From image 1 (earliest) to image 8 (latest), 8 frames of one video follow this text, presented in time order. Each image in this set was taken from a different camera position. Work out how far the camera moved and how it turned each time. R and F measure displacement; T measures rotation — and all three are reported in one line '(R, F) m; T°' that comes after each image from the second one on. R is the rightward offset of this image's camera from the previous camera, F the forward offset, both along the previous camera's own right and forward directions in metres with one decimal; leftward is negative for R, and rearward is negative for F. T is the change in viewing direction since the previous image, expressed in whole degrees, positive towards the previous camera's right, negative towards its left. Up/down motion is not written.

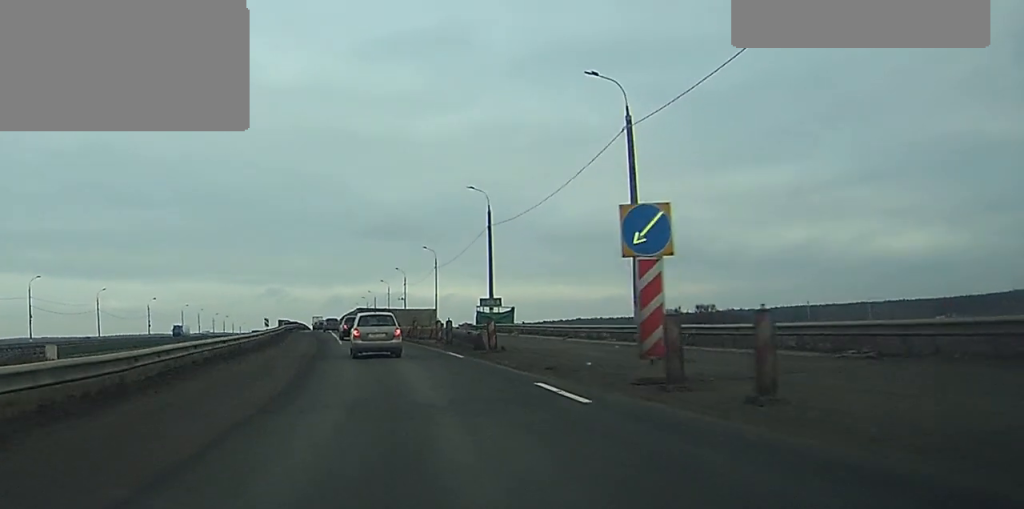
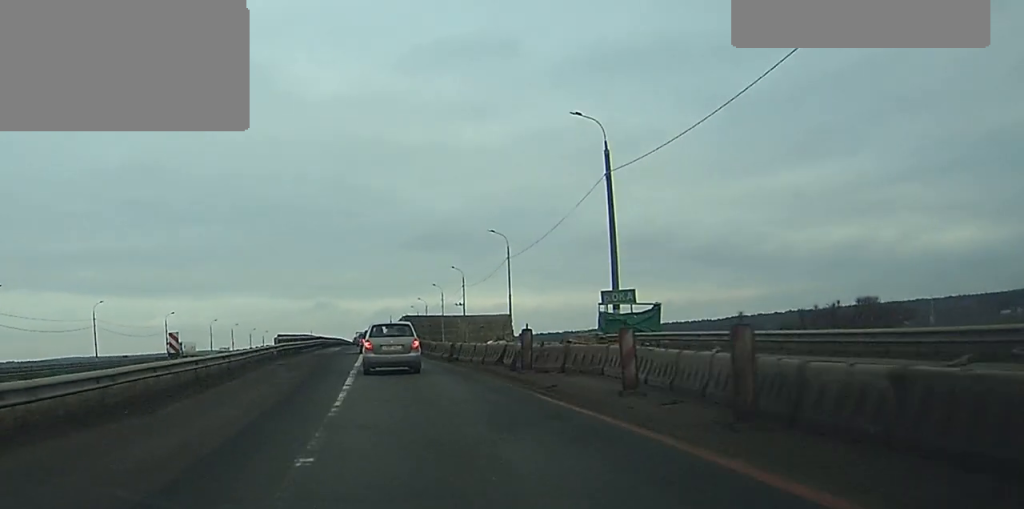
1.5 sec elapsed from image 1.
(-0.6, +30.5) m; -2°
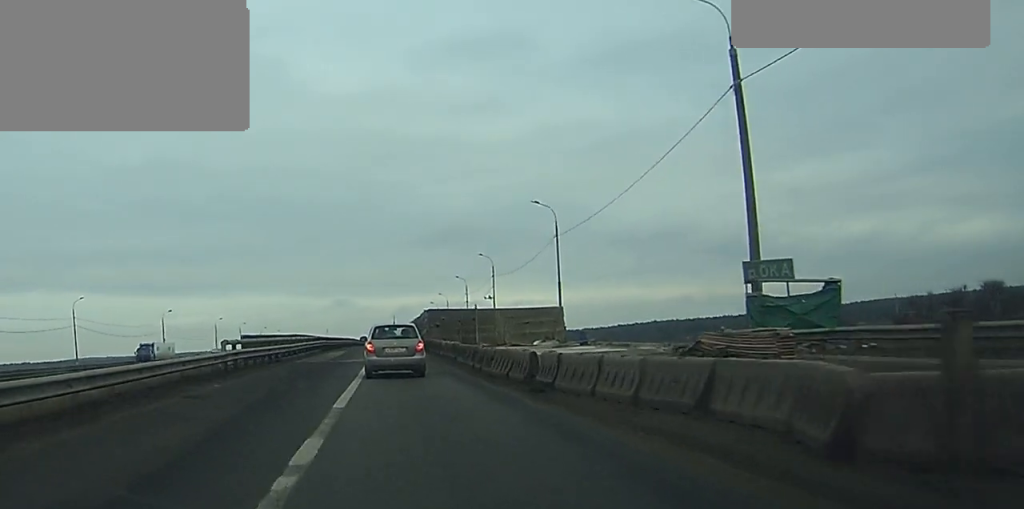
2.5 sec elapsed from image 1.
(-0.4, +17.8) m; -2°
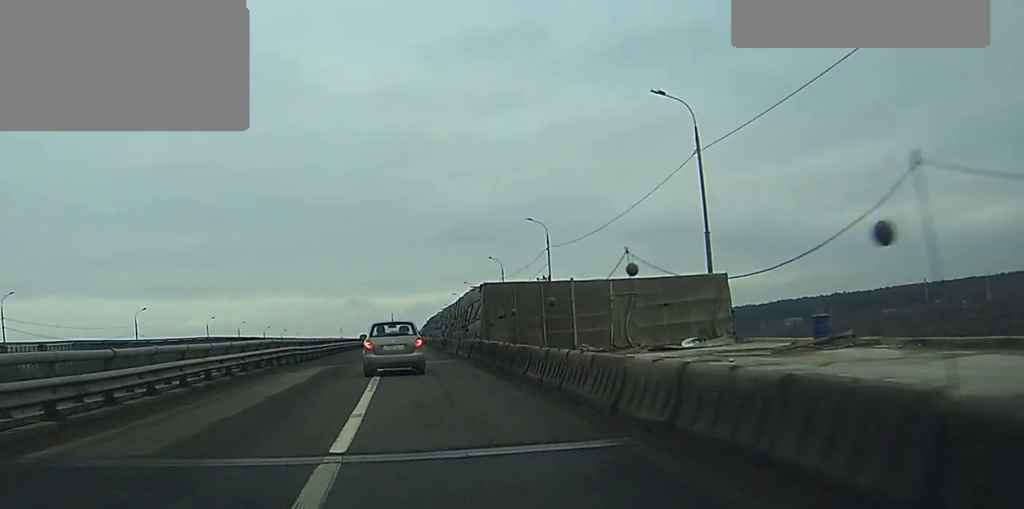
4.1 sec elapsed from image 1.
(-0.5, +30.7) m; -1°
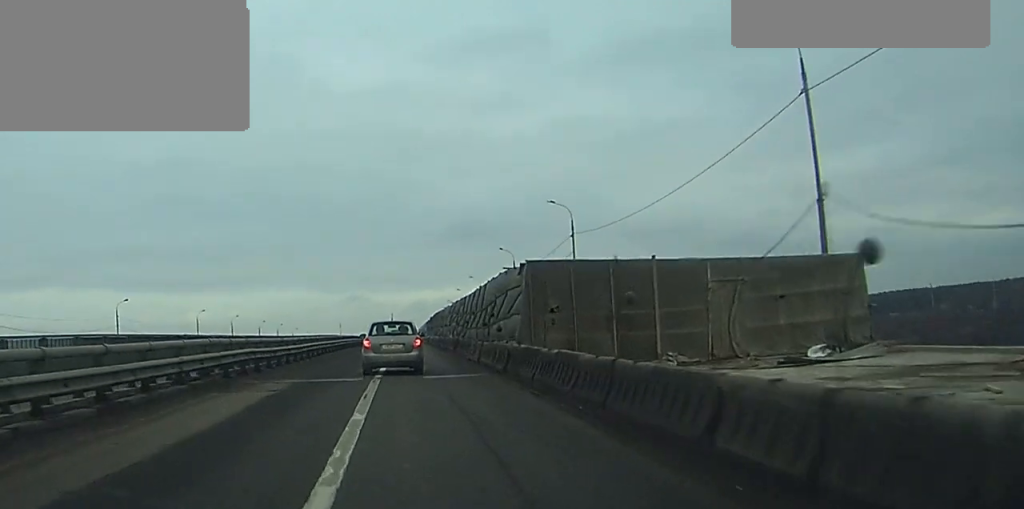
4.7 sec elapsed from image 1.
(0.0, +10.8) m; 0°
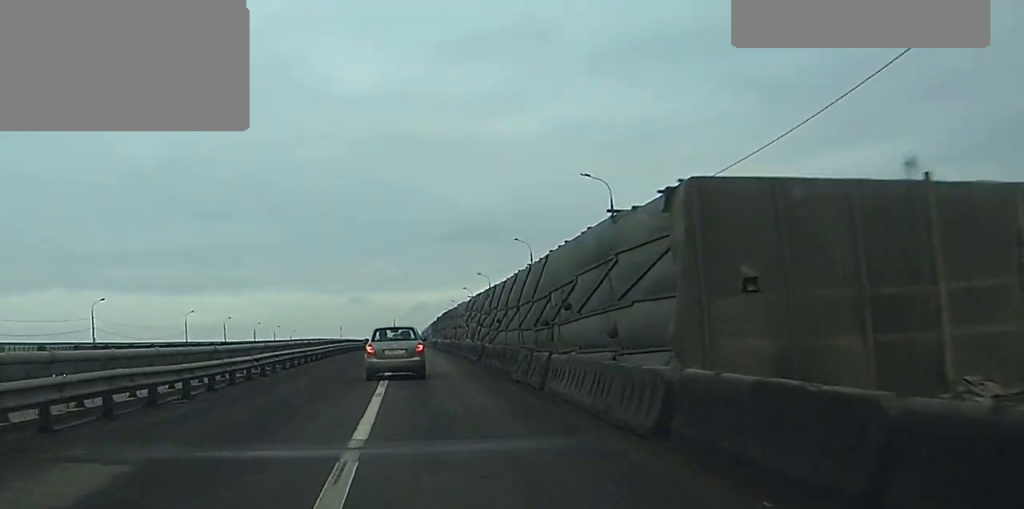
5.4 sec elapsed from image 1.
(-0.1, +12.5) m; 0°
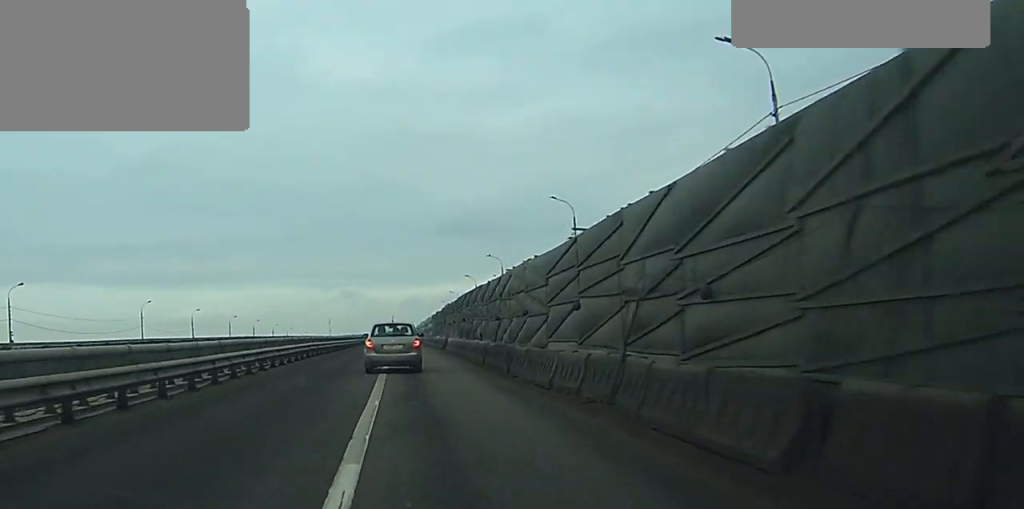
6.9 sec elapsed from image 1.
(-0.3, +26.1) m; -2°
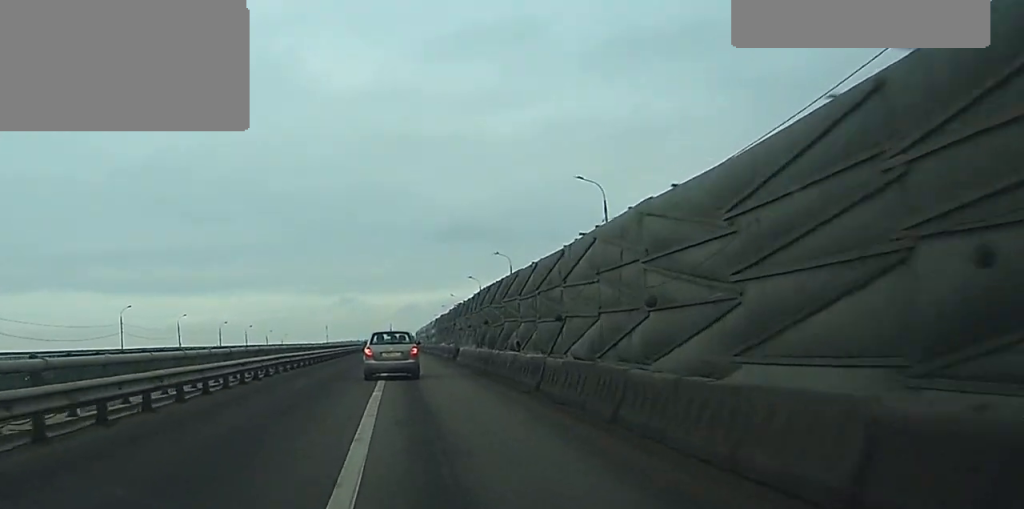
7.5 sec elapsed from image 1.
(-0.5, +10.8) m; +1°
